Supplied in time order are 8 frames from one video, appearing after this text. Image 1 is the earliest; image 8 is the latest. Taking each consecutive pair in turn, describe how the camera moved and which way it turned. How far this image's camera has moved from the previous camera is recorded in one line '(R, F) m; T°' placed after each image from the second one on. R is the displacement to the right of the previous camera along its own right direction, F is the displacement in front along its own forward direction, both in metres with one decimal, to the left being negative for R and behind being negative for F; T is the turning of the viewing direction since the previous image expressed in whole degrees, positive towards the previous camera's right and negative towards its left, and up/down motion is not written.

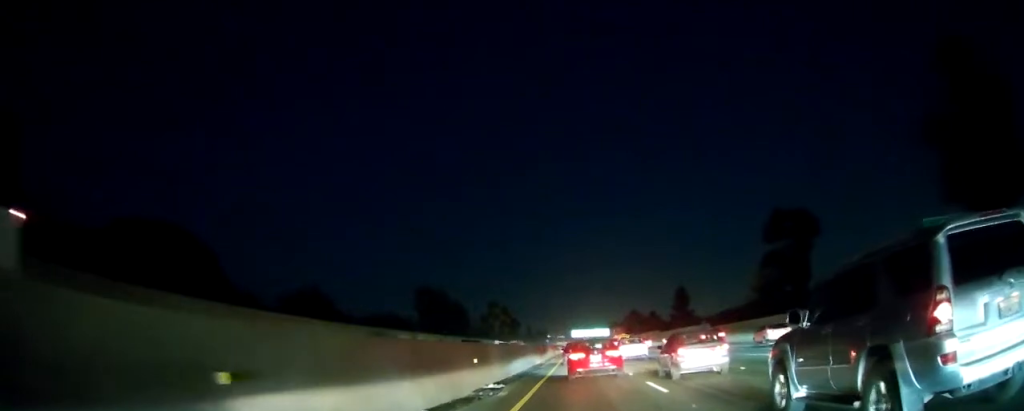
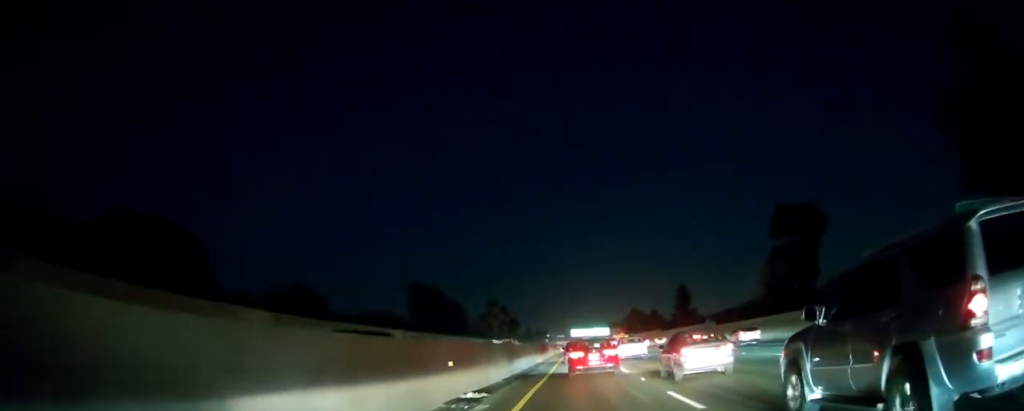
(+0.1, +4.0) m; +2°
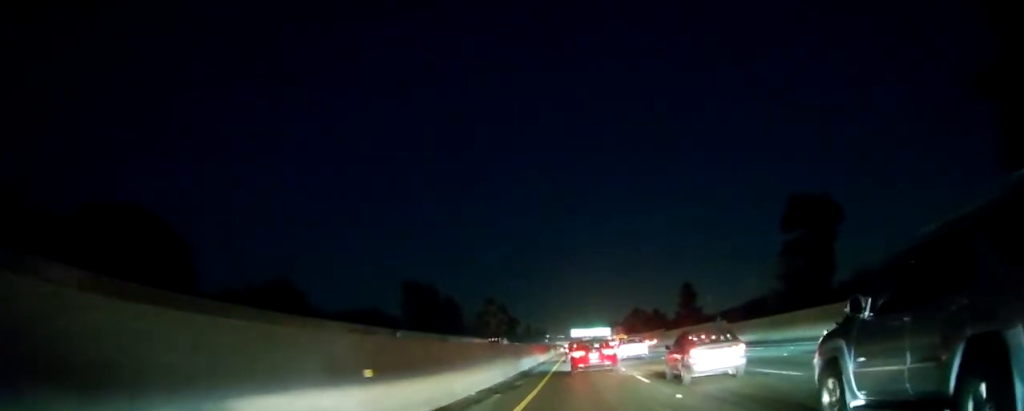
(+0.1, +5.9) m; +1°
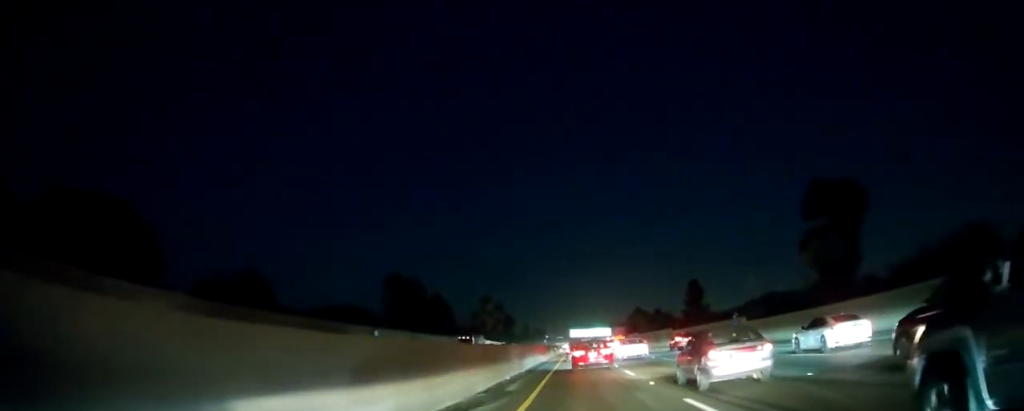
(0.0, +8.4) m; 0°
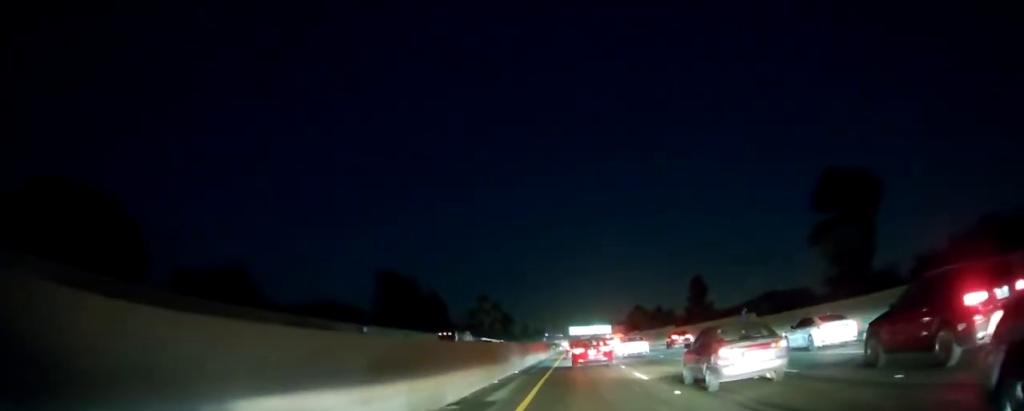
(0.0, +3.7) m; 0°
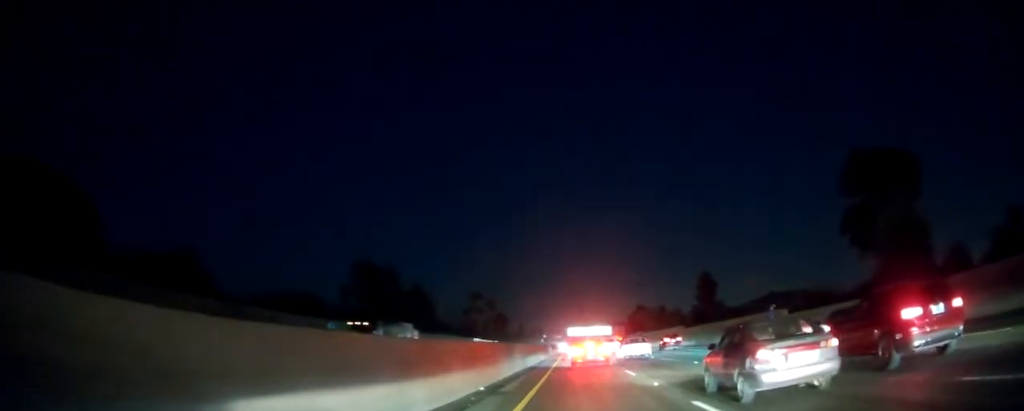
(0.0, +10.0) m; 0°
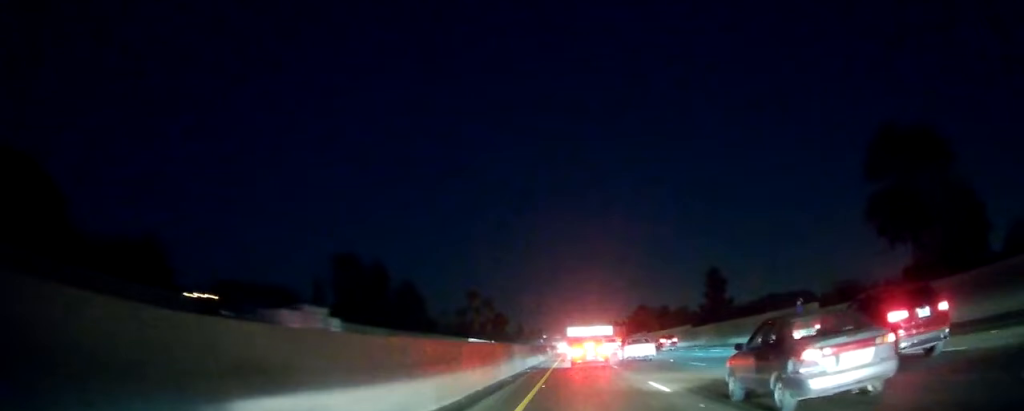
(0.0, +7.0) m; -1°
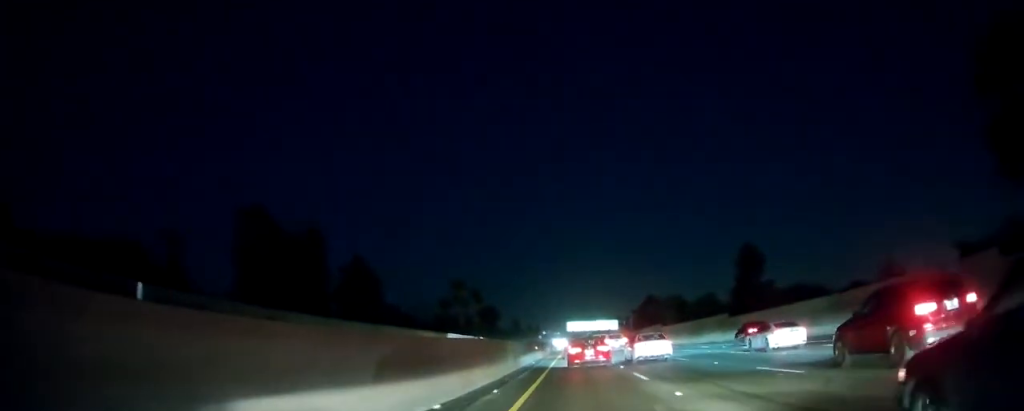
(+0.1, +24.1) m; +1°
